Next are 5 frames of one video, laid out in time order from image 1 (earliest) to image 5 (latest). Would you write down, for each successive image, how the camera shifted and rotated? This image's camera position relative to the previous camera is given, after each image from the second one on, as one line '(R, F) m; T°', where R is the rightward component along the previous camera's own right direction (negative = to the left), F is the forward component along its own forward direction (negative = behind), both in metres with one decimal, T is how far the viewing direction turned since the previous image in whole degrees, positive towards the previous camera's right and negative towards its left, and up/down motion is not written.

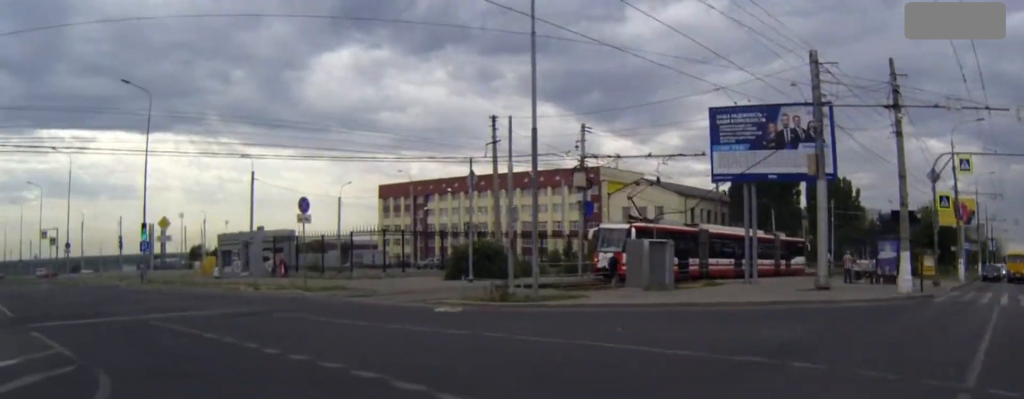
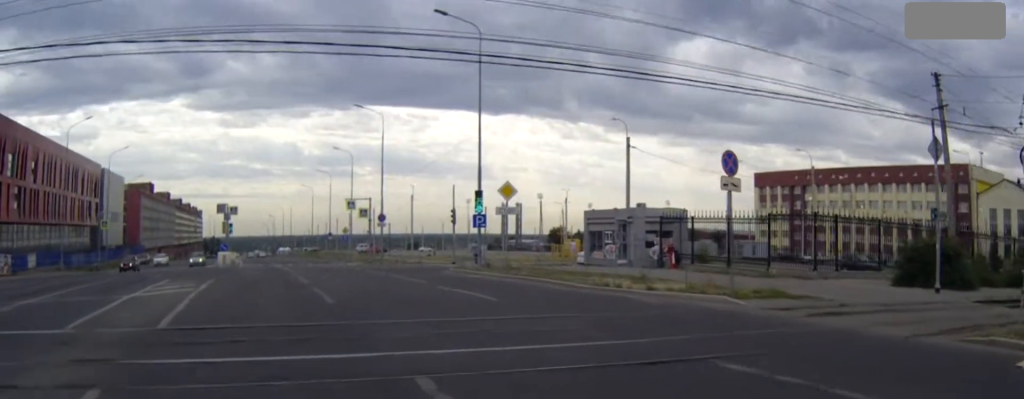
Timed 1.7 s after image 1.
(-2.9, +10.2) m; -26°
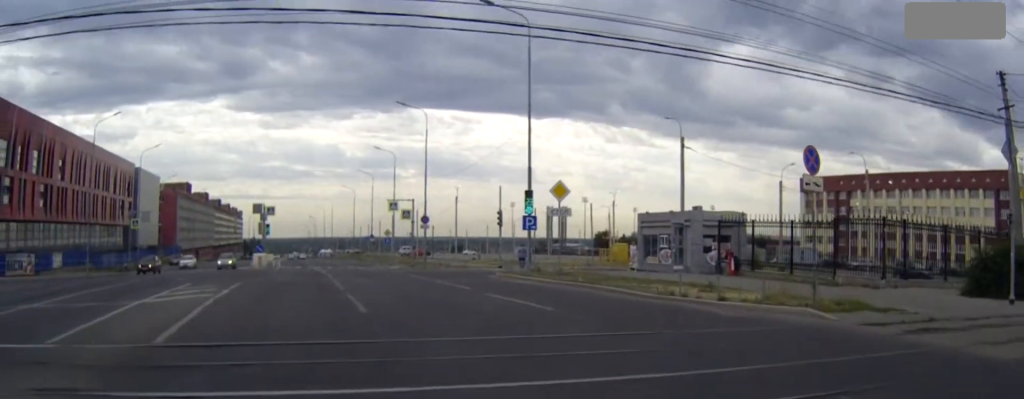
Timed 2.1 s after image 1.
(-0.1, +2.2) m; -4°
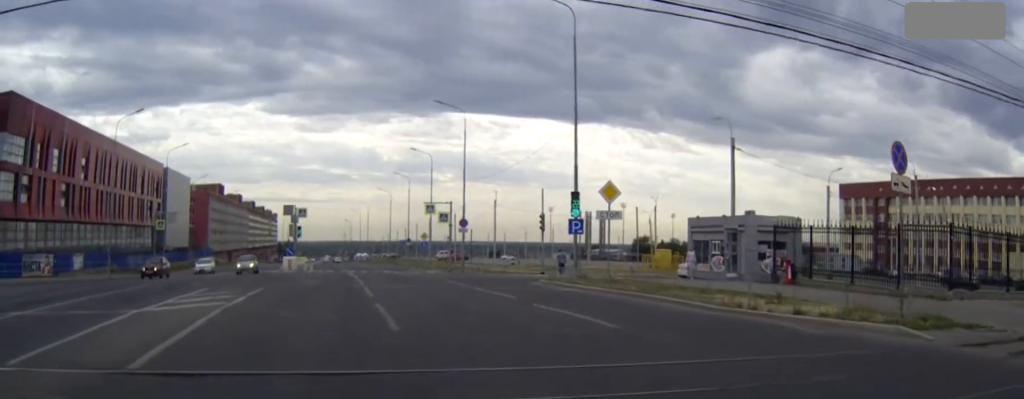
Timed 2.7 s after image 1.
(-0.1, +2.4) m; -4°
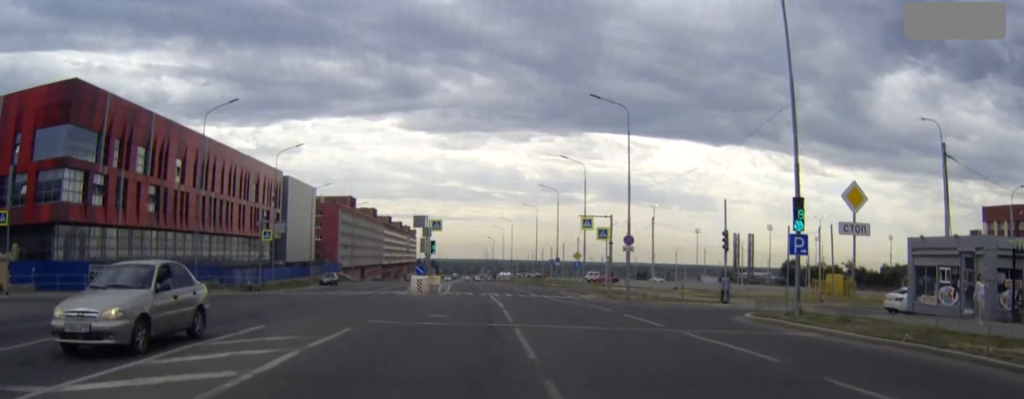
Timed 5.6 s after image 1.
(-1.0, +9.4) m; -11°
